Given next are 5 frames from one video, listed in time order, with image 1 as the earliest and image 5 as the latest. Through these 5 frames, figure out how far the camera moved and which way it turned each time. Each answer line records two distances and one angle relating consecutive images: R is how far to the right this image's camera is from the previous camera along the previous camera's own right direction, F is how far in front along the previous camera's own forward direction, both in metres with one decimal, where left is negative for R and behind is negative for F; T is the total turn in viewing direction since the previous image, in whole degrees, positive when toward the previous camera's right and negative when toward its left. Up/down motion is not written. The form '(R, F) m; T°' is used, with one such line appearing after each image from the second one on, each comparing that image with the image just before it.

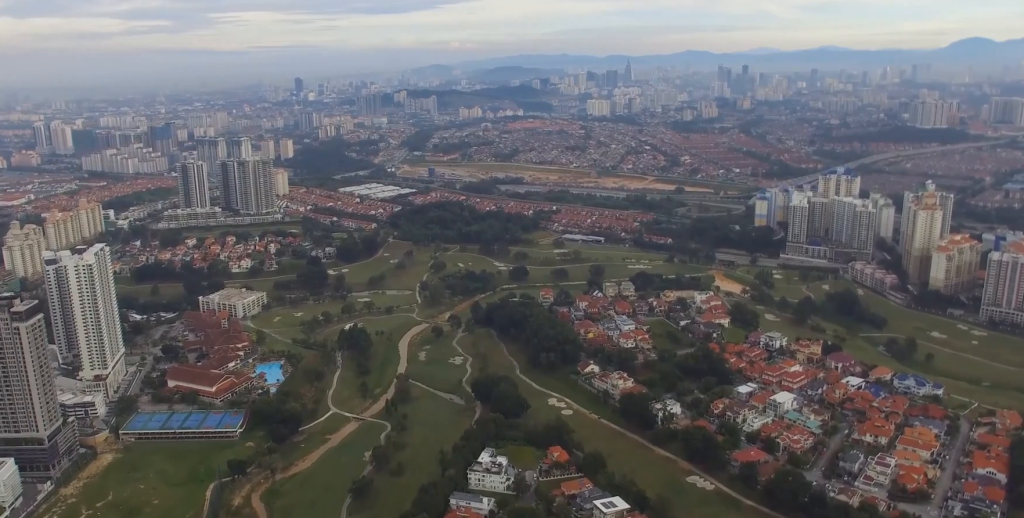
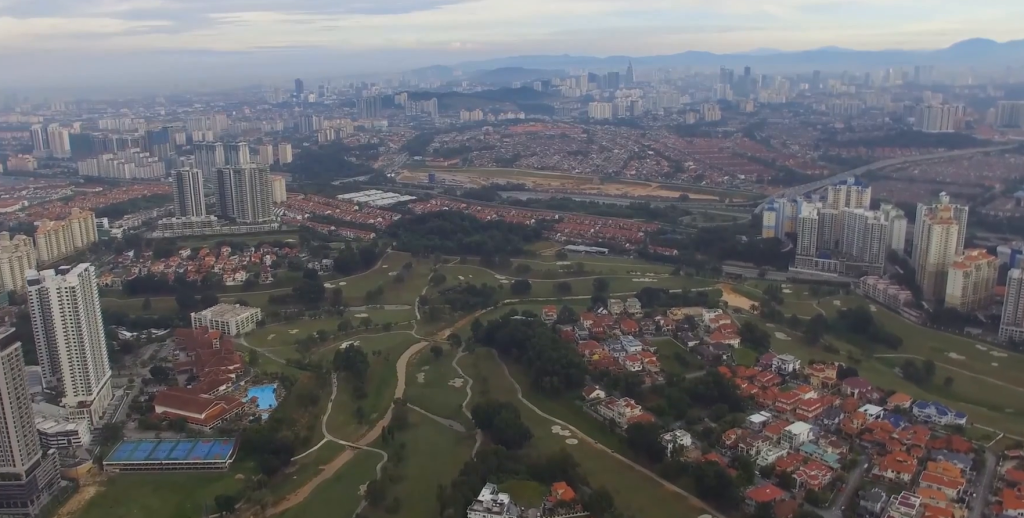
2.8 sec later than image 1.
(-0.2, +32.6) m; -1°
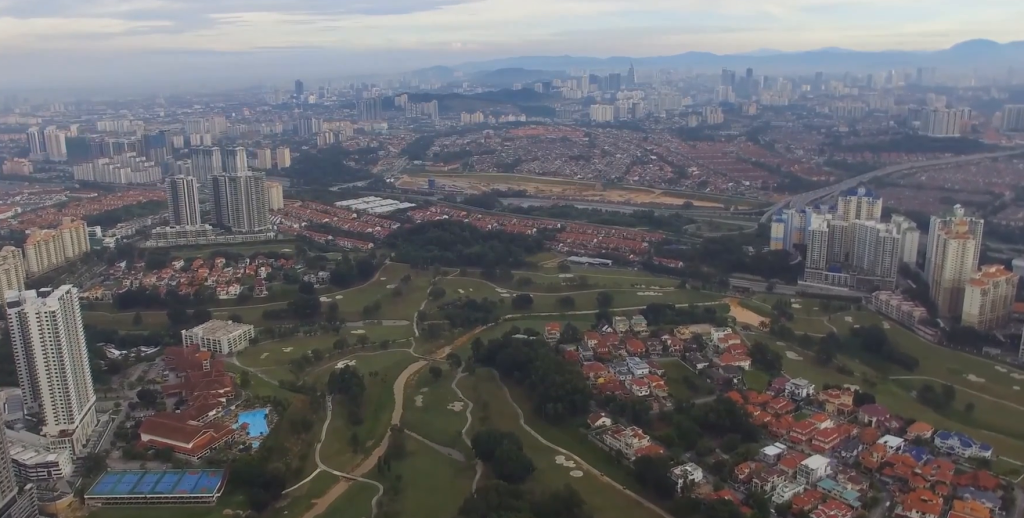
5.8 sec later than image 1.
(-0.1, +33.3) m; 0°
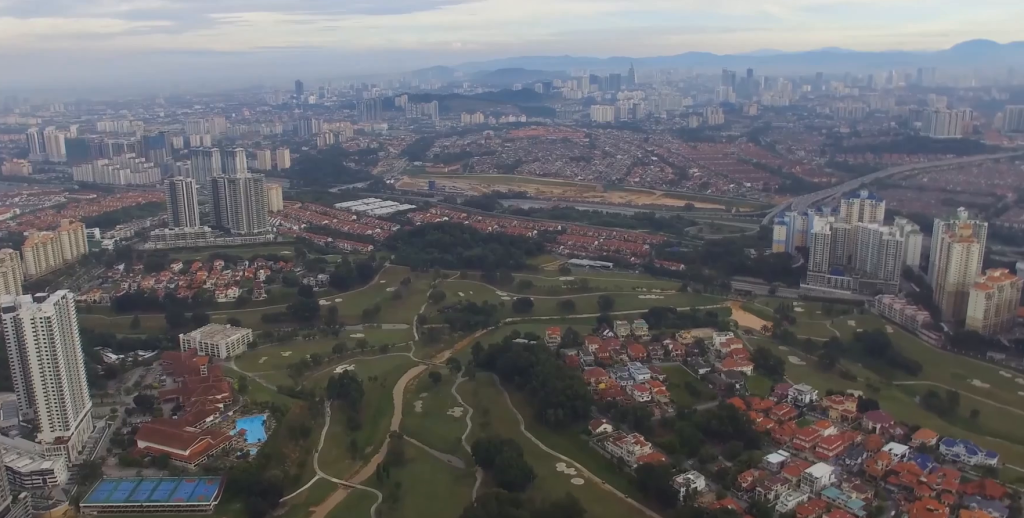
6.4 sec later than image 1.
(0.0, +7.2) m; 0°
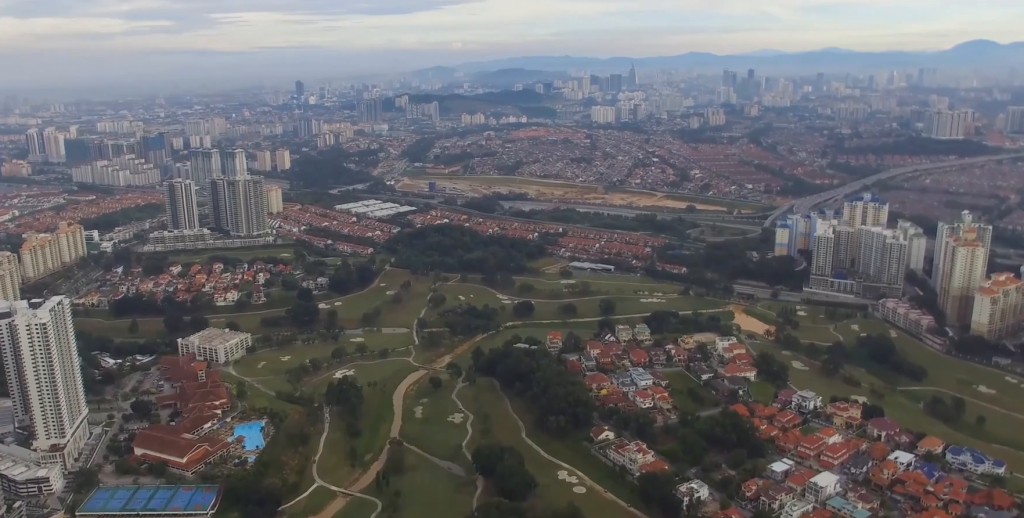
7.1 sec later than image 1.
(0.0, +8.1) m; 0°
